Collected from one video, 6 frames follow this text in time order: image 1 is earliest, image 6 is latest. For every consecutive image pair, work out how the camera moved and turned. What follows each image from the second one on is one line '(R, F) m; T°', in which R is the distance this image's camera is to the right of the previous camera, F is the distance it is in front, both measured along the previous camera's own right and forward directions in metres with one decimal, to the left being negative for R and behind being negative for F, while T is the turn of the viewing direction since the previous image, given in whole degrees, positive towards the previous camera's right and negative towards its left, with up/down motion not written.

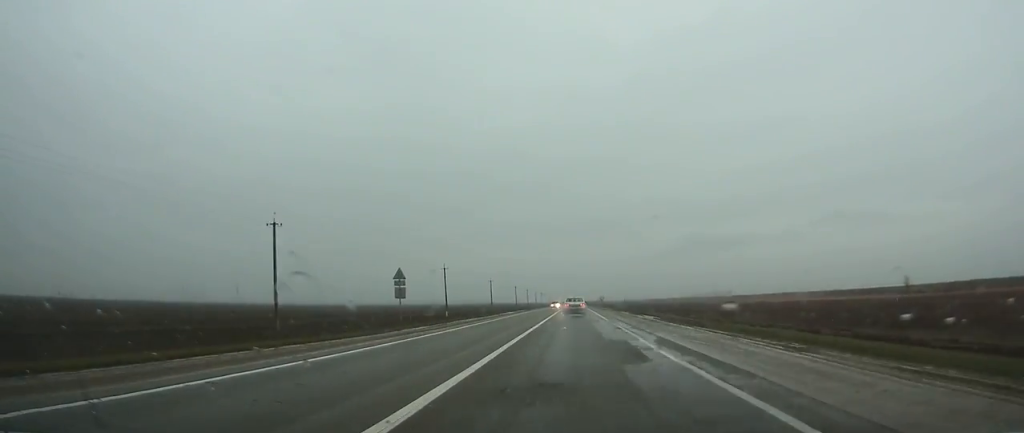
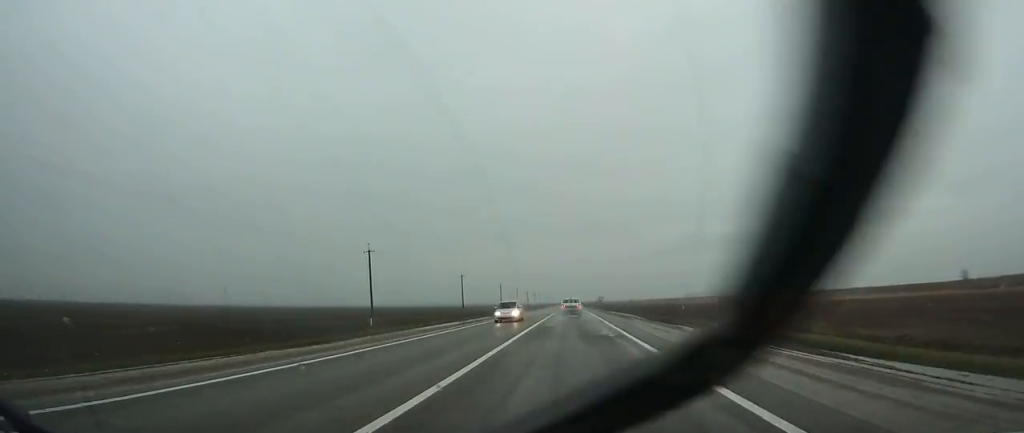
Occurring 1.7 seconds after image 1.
(+0.1, +37.5) m; 0°
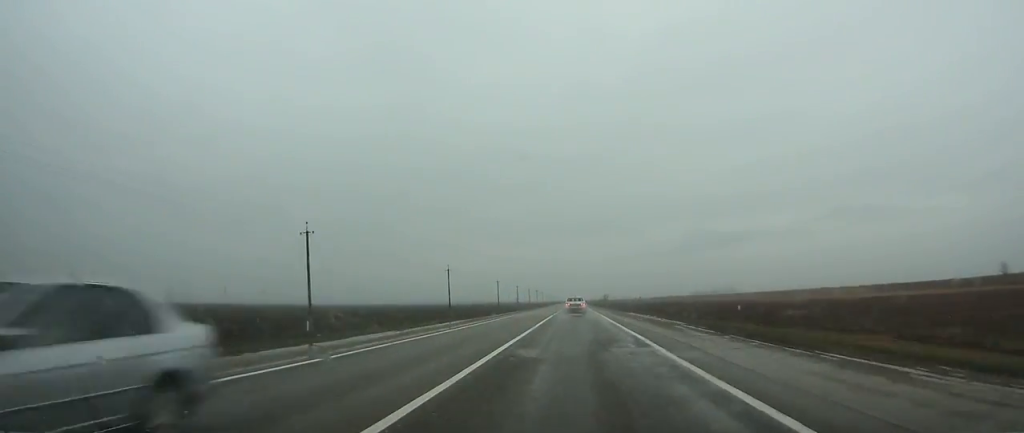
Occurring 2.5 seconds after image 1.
(0.0, +17.3) m; 0°
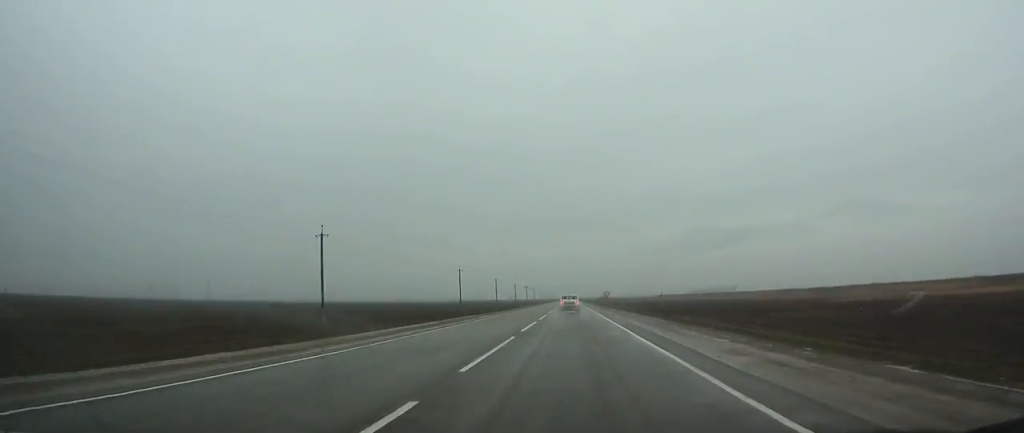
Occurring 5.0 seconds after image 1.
(+0.1, +53.3) m; 0°
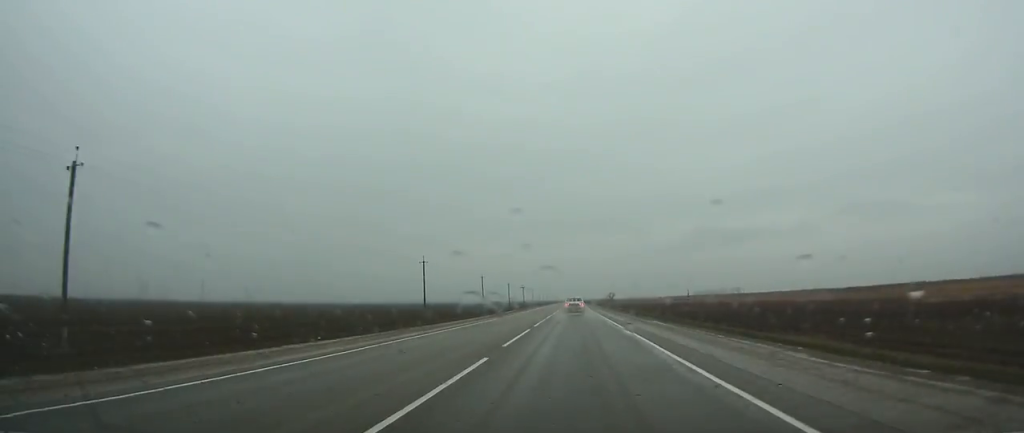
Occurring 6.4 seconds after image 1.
(0.0, +30.4) m; 0°
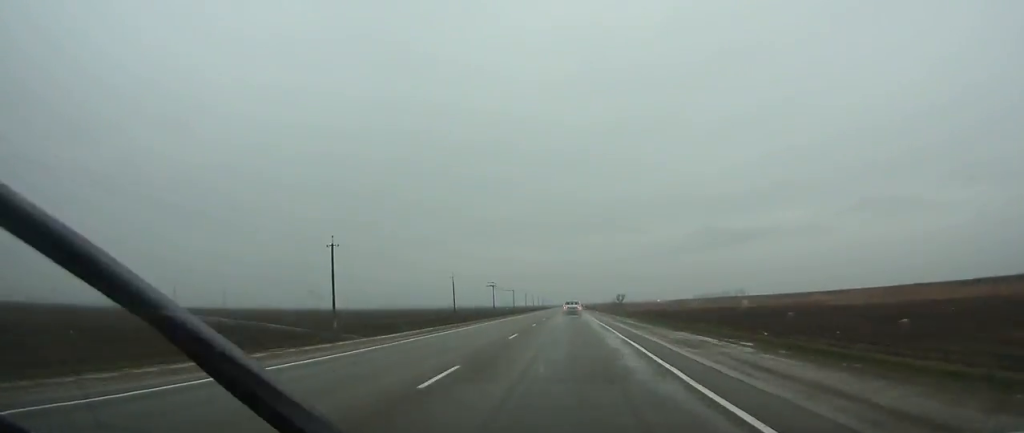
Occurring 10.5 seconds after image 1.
(+0.1, +90.2) m; 0°
